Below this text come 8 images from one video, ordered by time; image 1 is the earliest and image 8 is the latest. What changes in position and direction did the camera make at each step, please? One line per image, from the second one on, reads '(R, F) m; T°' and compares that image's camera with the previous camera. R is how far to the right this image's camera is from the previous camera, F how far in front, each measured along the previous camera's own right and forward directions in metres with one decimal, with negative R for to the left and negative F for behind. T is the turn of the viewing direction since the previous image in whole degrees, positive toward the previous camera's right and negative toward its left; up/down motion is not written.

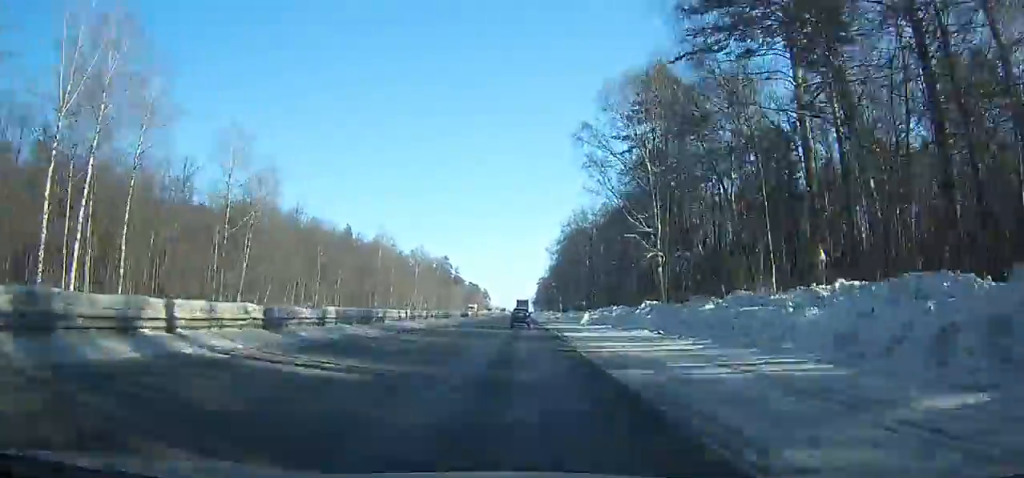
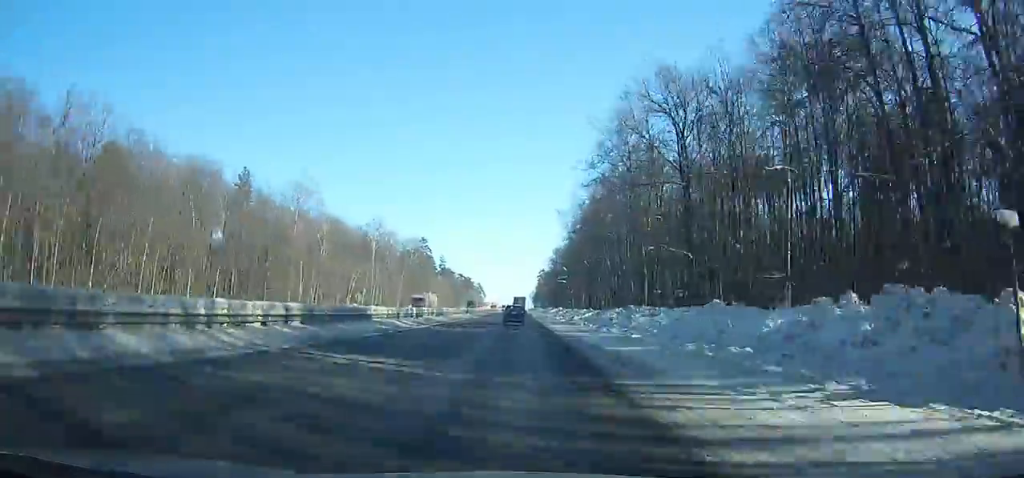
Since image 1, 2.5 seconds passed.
(+0.5, +57.2) m; 0°
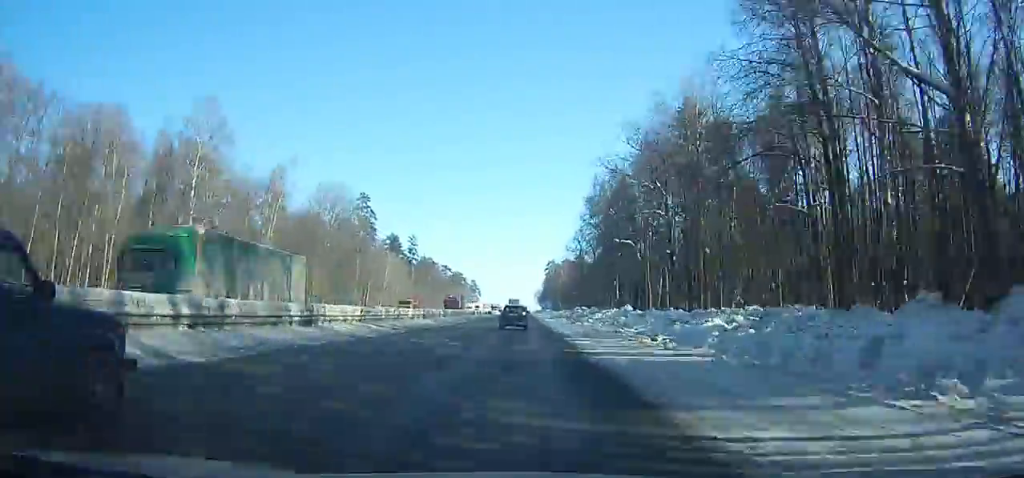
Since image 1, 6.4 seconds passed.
(-0.3, +87.6) m; 0°
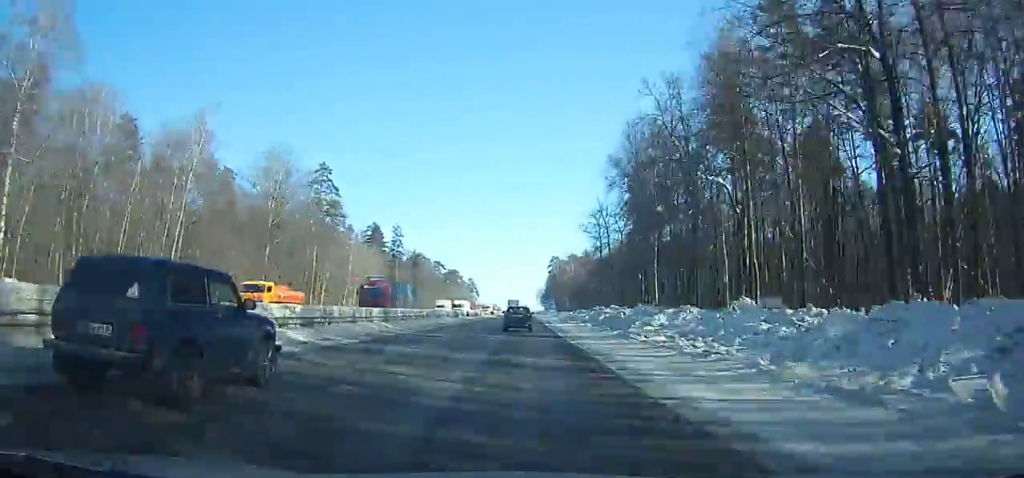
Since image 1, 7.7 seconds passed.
(0.0, +28.6) m; 0°
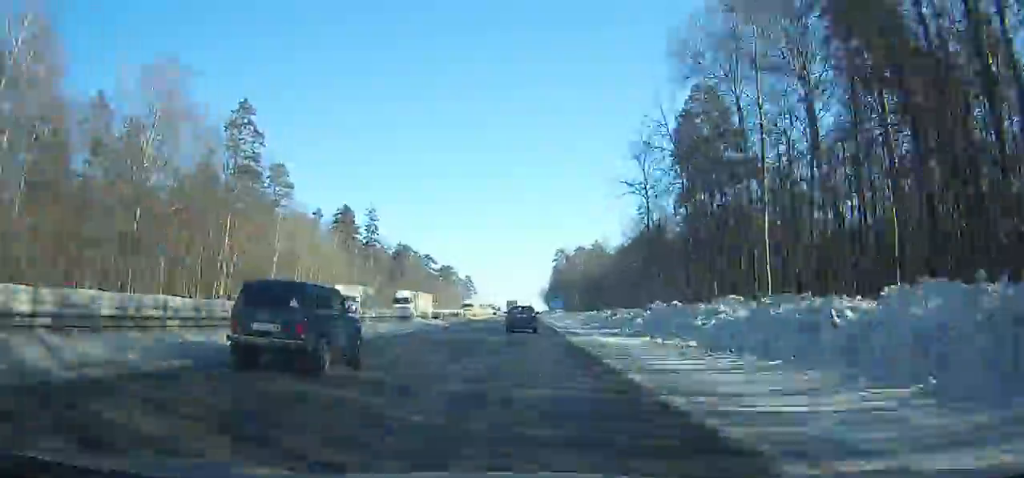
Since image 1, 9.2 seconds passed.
(0.0, +32.9) m; 0°
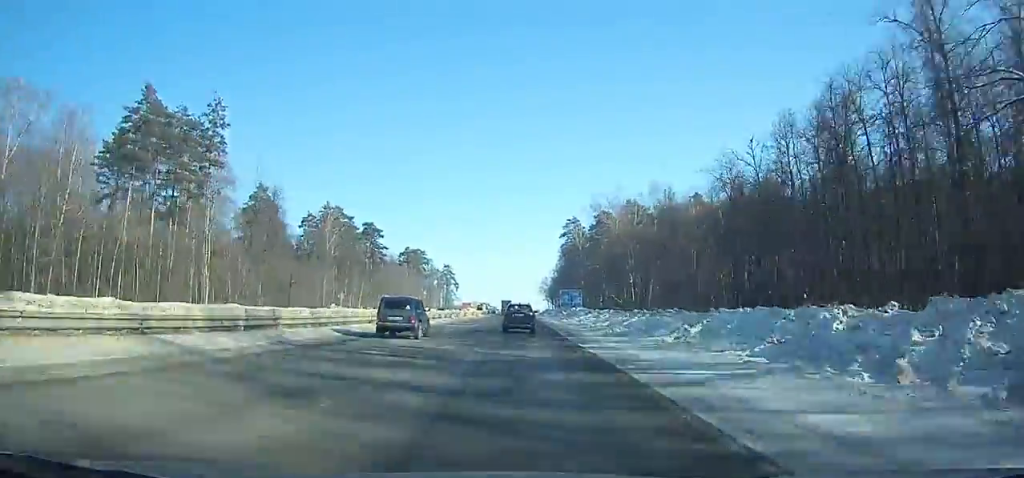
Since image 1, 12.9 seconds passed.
(+0.2, +79.9) m; 0°
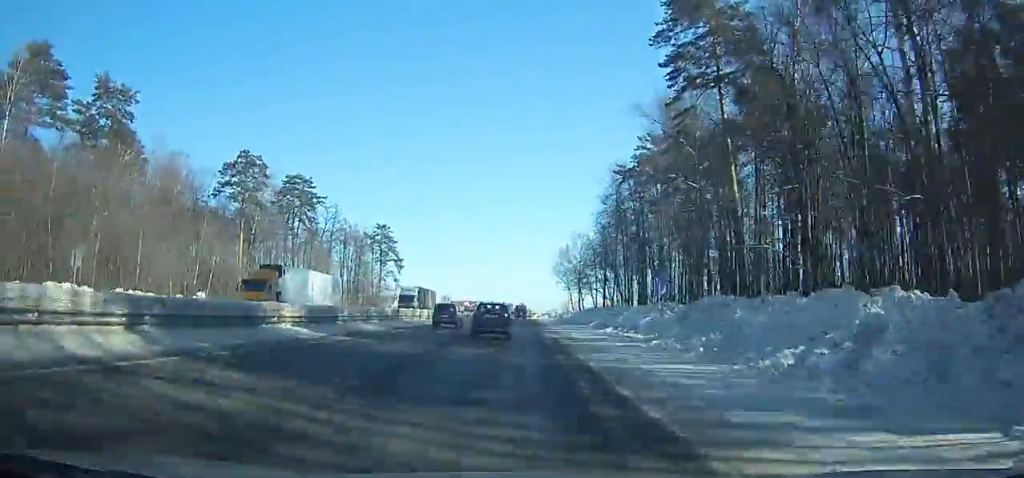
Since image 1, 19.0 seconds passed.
(+0.2, +125.0) m; -1°
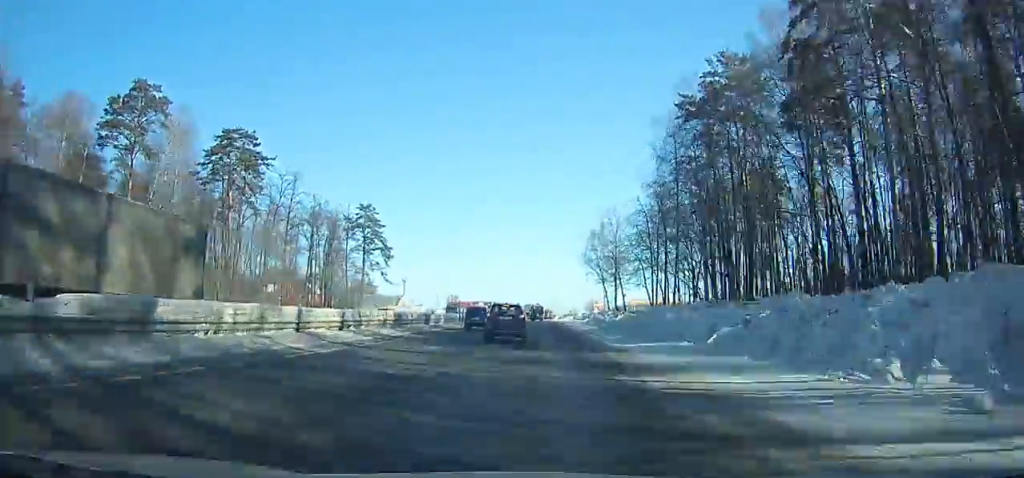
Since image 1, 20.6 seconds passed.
(-0.3, +30.3) m; -1°
